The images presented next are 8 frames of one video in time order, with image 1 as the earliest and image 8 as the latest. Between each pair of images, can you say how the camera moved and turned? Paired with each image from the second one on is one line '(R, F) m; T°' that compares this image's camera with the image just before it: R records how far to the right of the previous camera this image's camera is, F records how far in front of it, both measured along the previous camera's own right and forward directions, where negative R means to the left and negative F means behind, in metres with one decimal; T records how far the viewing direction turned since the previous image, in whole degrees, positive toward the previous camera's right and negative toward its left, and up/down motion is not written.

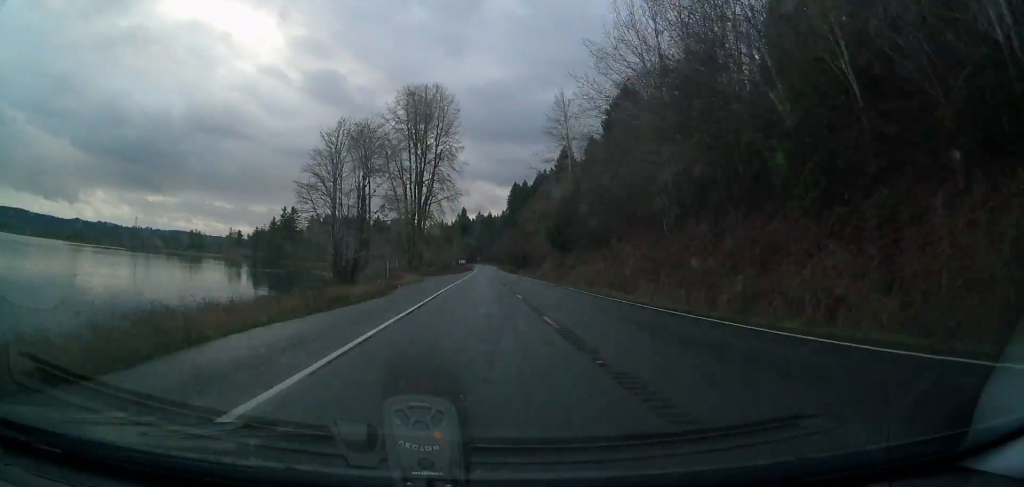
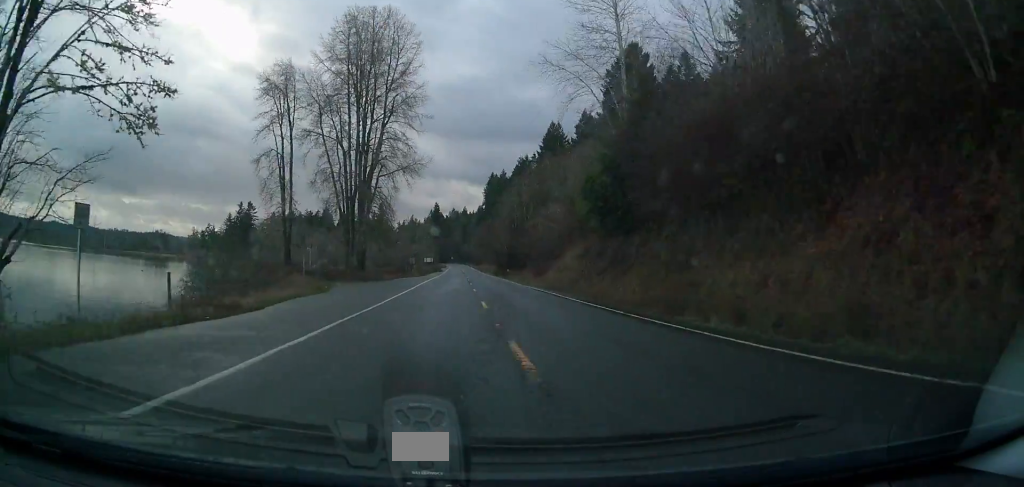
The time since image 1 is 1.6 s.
(+1.4, +44.9) m; +3°
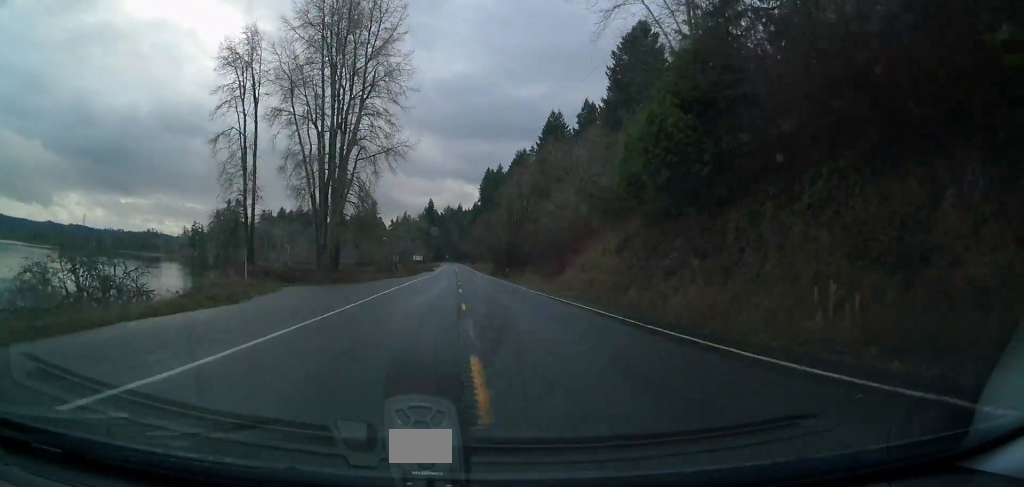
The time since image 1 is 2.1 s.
(+0.1, +15.0) m; +1°
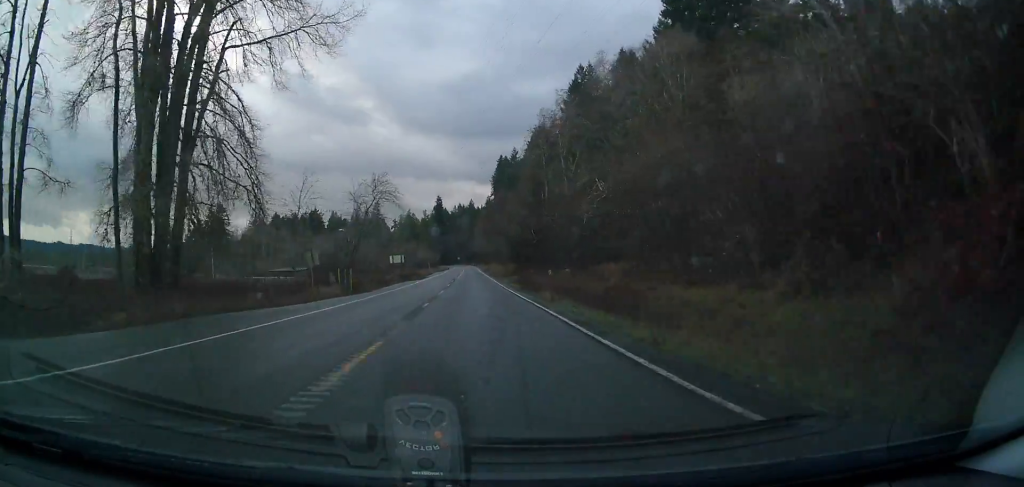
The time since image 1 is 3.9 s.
(0.0, +51.1) m; 0°
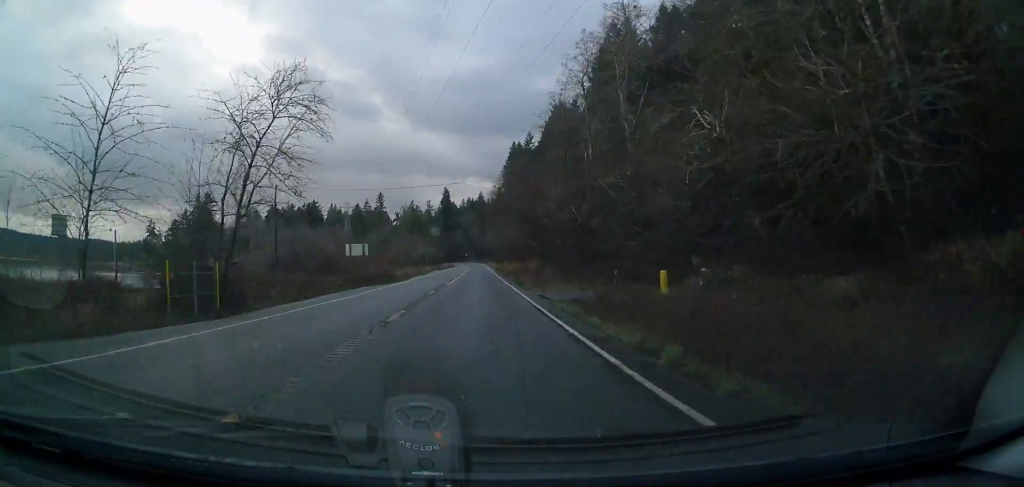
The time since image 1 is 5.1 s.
(0.0, +31.8) m; -2°
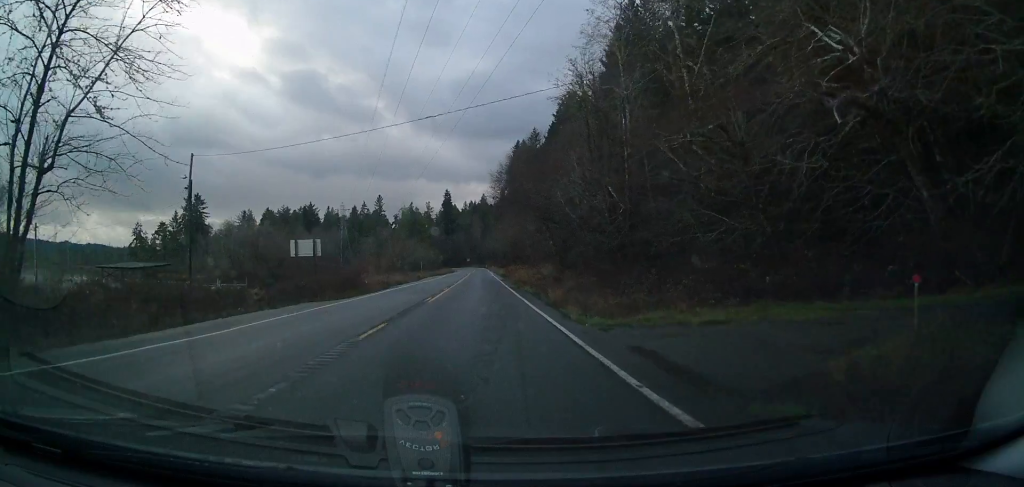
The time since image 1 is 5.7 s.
(-0.5, +16.3) m; -1°
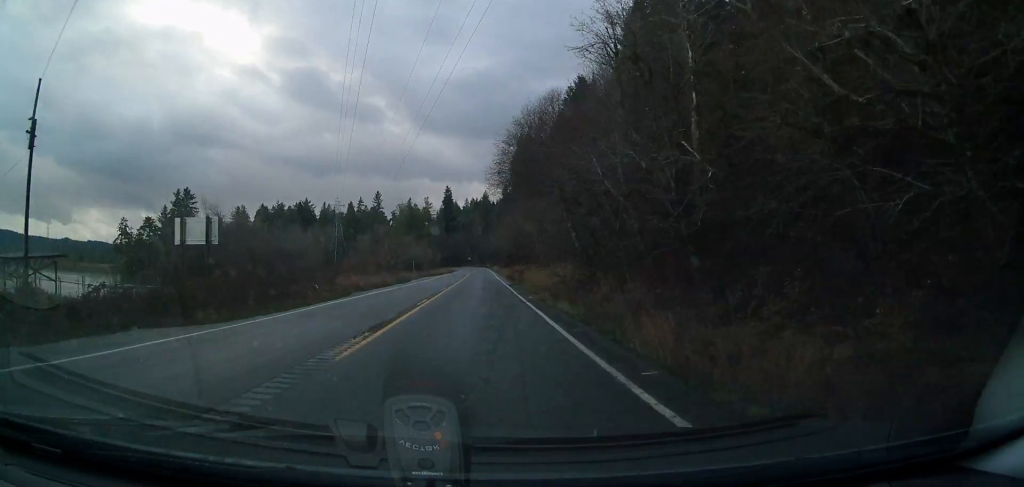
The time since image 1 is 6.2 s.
(-0.2, +15.6) m; 0°
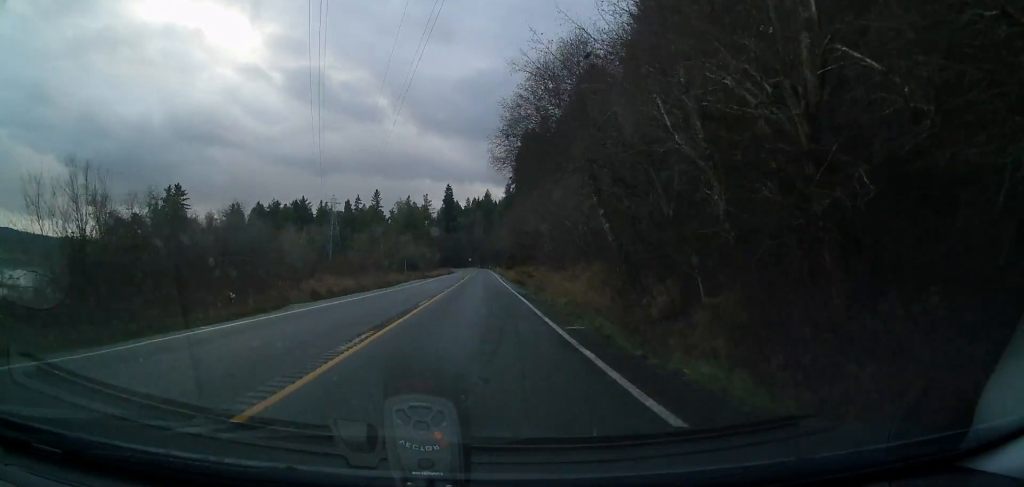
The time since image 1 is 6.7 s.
(0.0, +13.0) m; 0°
